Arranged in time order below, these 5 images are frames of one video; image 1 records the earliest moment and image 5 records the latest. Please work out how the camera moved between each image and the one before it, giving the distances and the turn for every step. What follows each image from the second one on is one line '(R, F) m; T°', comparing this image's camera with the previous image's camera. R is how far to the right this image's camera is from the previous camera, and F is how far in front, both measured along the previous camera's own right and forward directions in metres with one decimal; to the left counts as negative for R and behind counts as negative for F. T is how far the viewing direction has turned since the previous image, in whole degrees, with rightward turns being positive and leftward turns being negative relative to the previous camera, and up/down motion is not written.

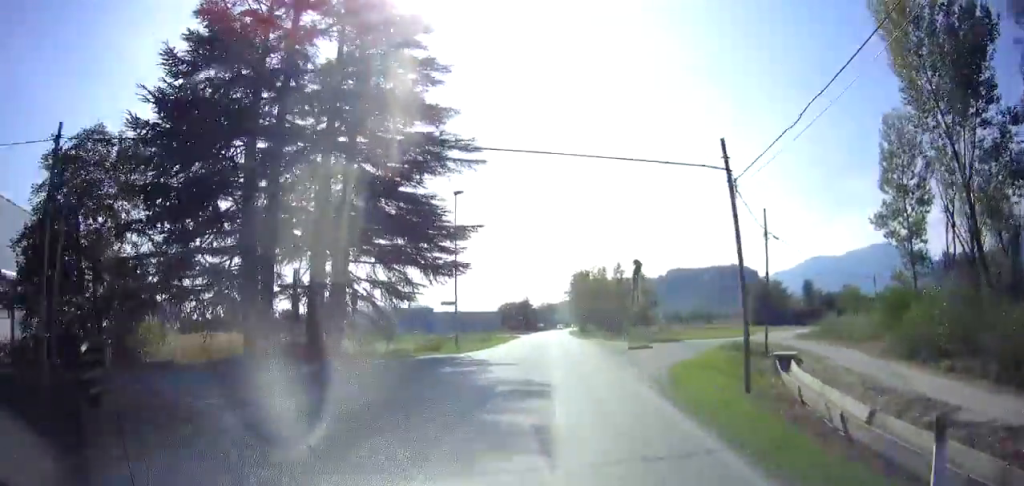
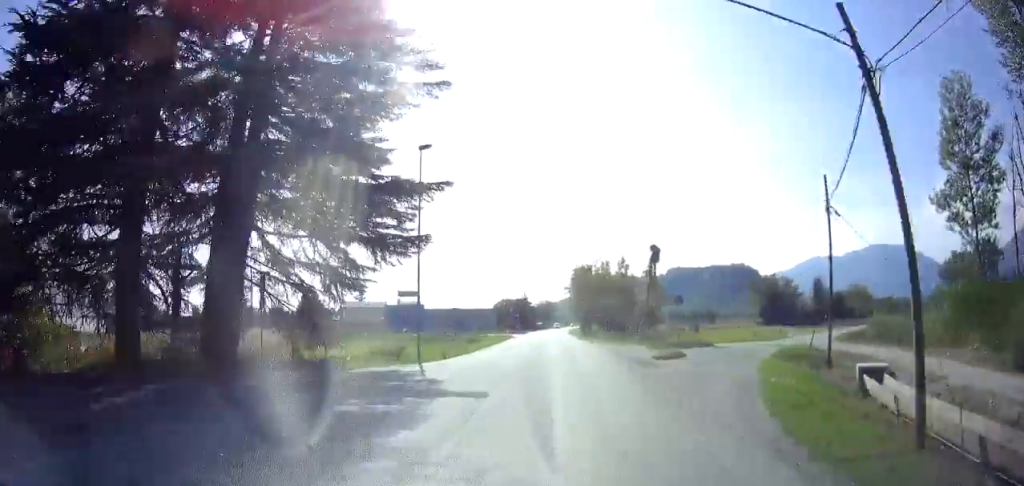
(0.0, +8.1) m; 0°
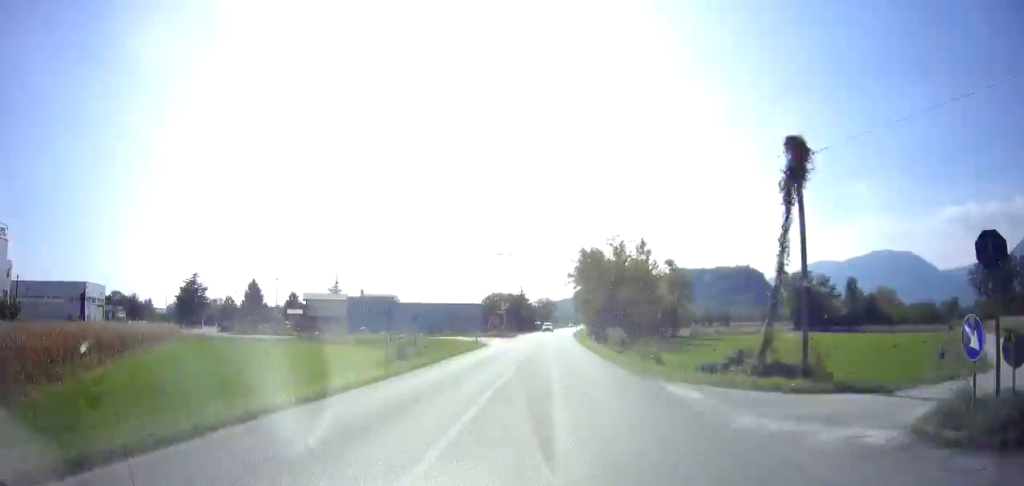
(-0.1, +22.3) m; 0°
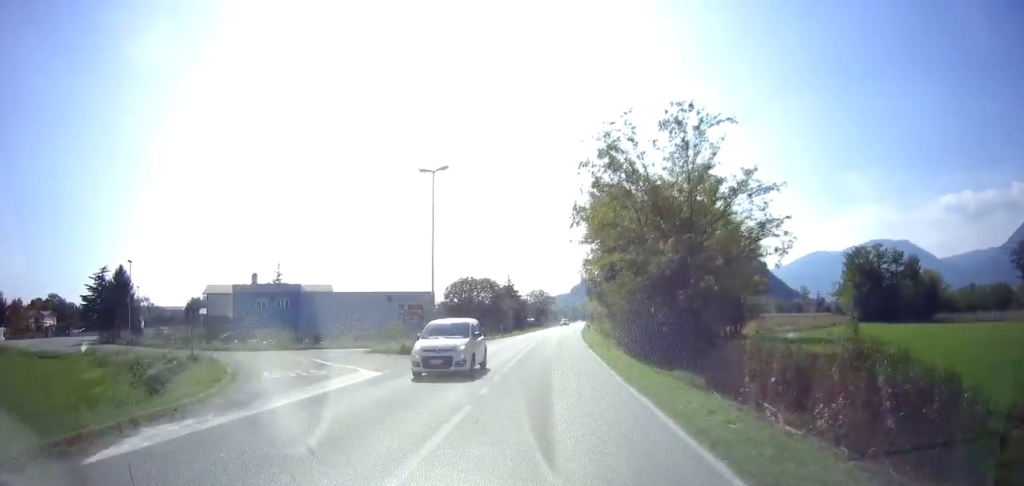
(-0.1, +34.8) m; 0°
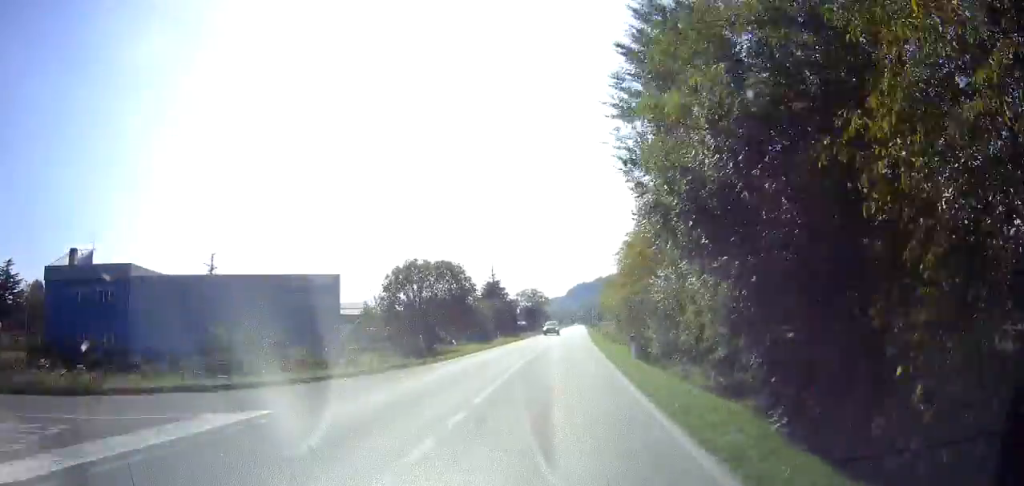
(+0.3, +26.9) m; +1°
